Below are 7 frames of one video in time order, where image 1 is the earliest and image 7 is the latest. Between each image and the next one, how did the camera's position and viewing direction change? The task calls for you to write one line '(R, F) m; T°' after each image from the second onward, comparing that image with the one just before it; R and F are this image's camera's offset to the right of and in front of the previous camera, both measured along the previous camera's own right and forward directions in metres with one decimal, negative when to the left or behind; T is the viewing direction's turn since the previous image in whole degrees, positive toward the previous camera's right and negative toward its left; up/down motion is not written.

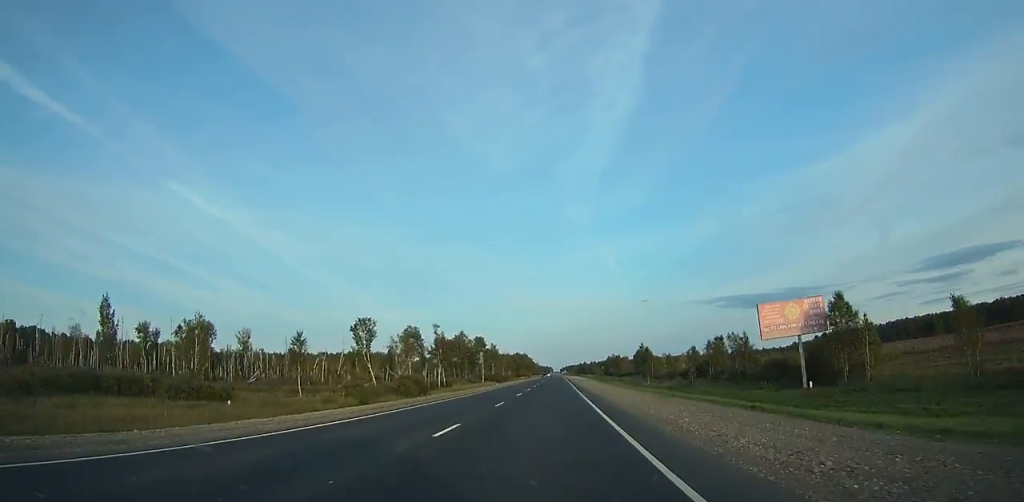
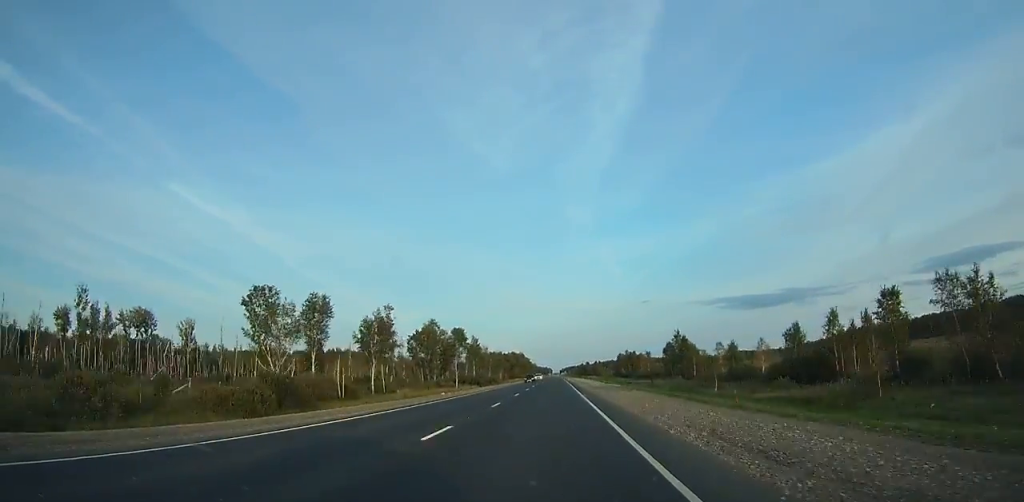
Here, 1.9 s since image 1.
(-0.1, +47.1) m; 0°
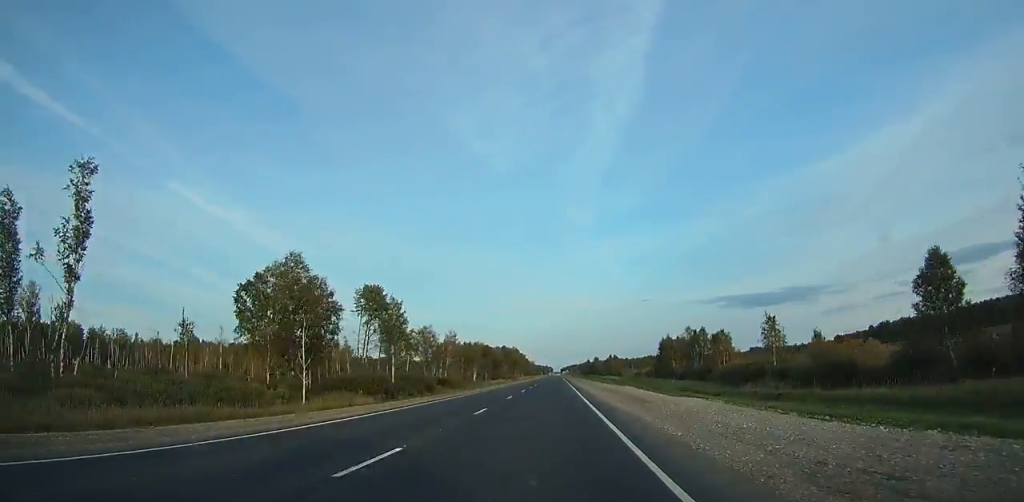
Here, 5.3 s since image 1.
(+0.2, +85.5) m; 0°
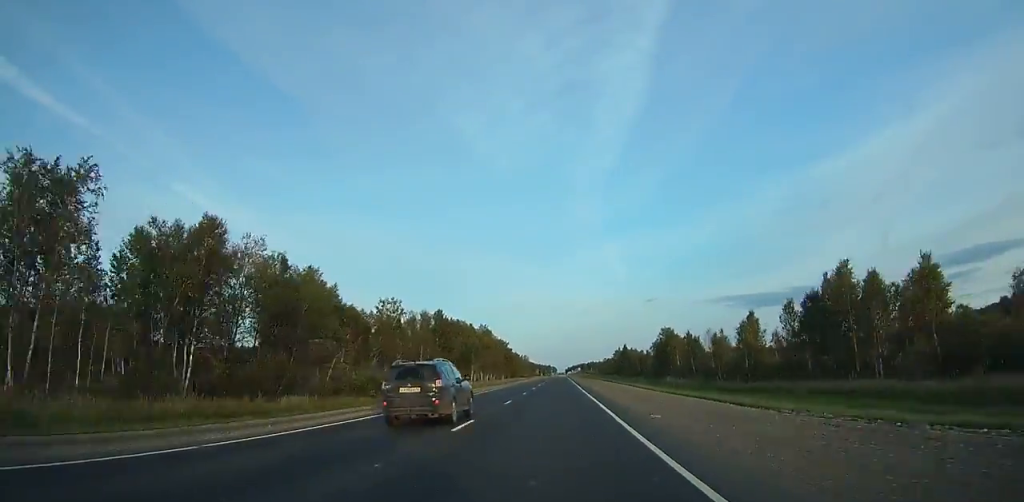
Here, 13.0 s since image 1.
(-0.2, +198.9) m; 0°
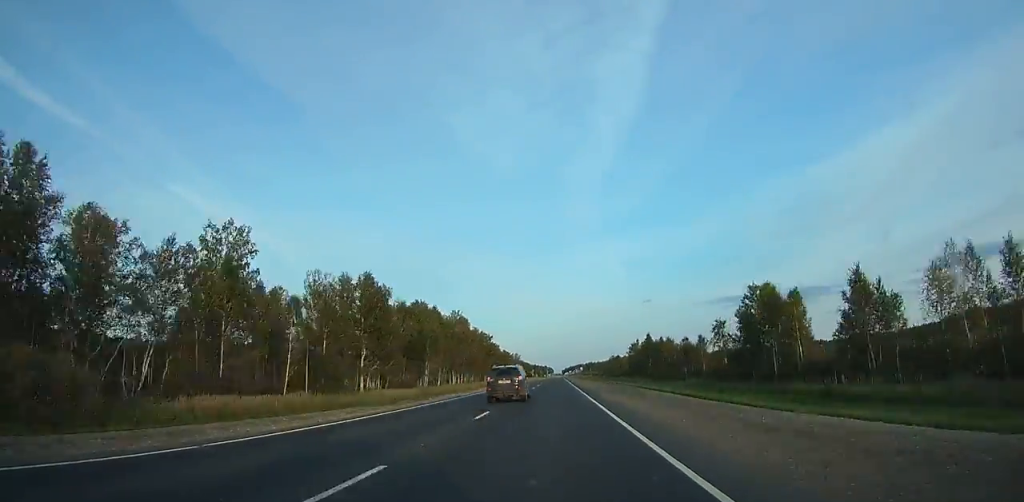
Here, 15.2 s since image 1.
(0.0, +57.1) m; 0°
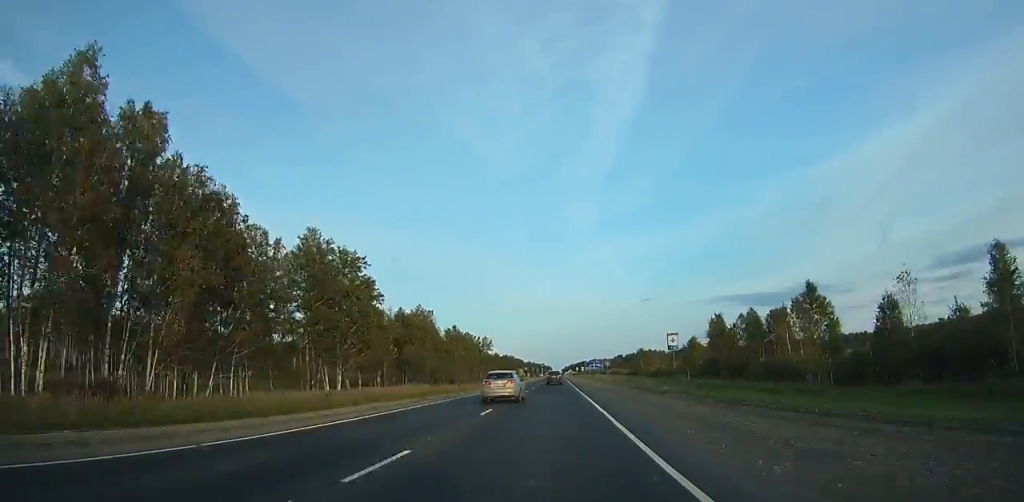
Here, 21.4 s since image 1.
(+0.7, +151.7) m; +2°
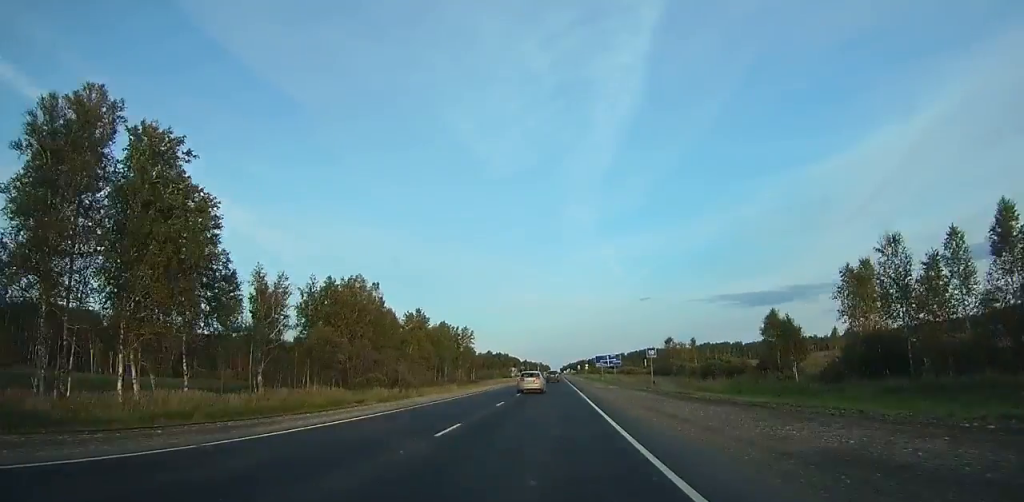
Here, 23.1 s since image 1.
(-0.1, +40.5) m; +1°
